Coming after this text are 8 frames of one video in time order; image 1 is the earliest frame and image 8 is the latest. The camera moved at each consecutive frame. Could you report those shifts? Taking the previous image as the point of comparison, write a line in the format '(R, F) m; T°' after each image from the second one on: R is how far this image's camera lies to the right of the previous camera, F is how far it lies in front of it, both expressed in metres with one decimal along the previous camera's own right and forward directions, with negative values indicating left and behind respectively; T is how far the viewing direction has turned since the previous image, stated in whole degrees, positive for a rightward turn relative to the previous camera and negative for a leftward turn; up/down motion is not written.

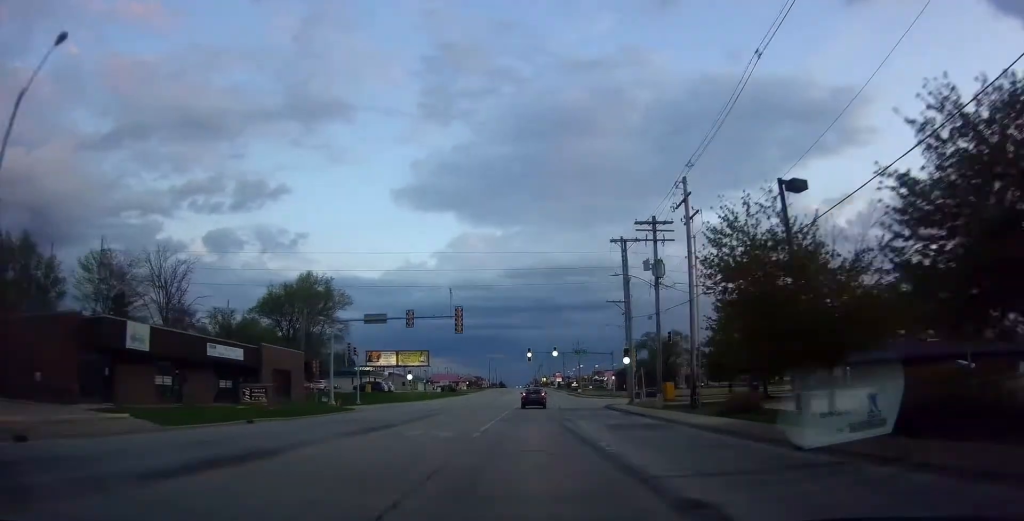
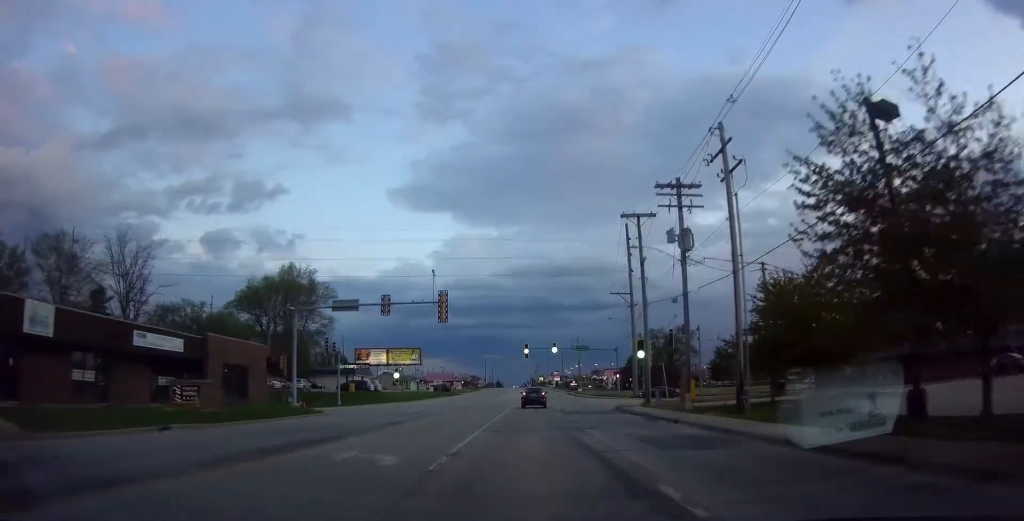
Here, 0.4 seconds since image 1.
(+0.1, +7.3) m; +1°
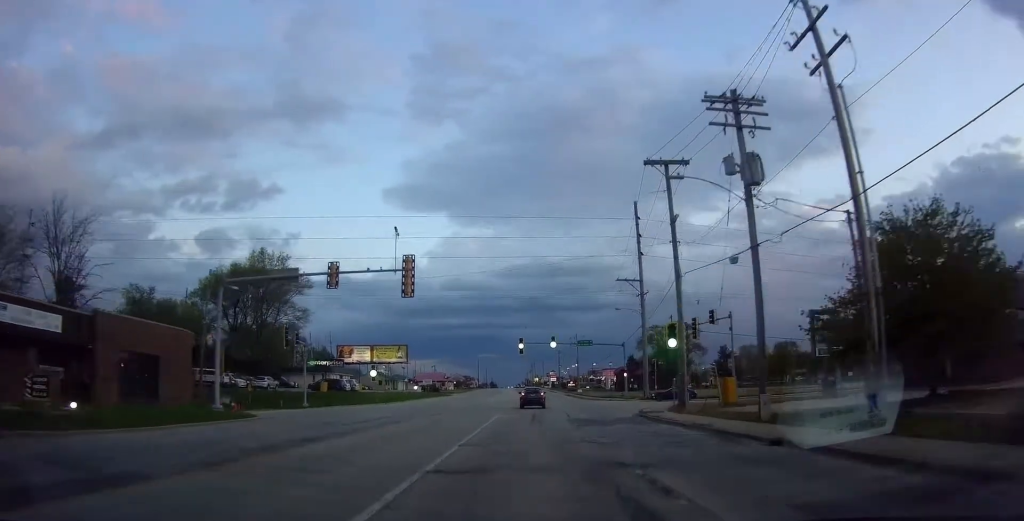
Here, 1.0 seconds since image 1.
(0.0, +9.6) m; +1°
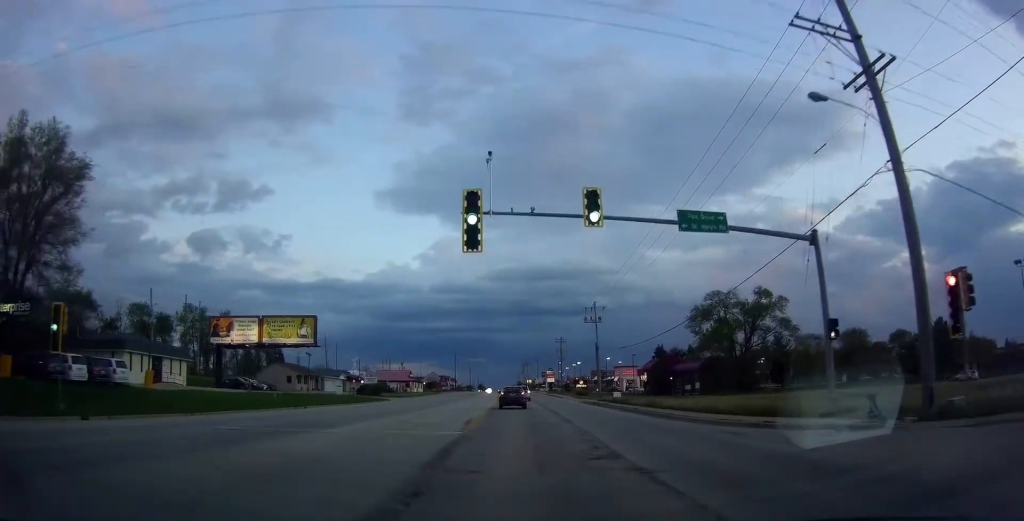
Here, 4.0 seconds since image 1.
(+0.1, +51.4) m; -1°
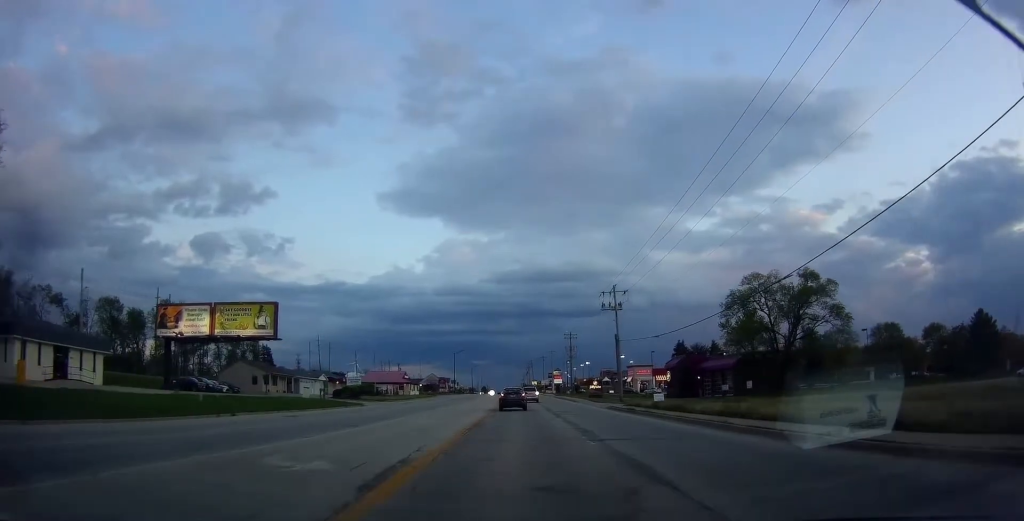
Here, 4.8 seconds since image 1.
(0.0, +13.5) m; +1°
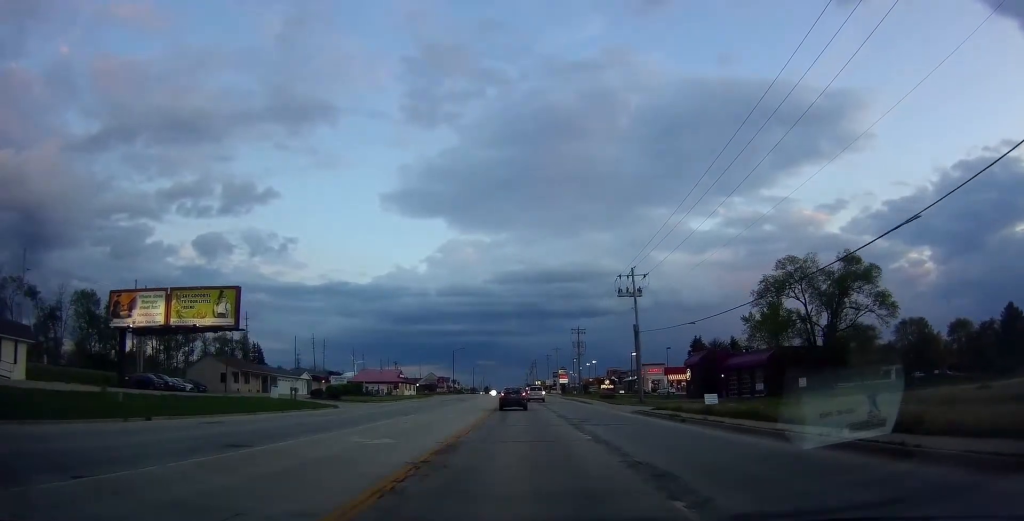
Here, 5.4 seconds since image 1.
(-0.1, +10.1) m; +1°
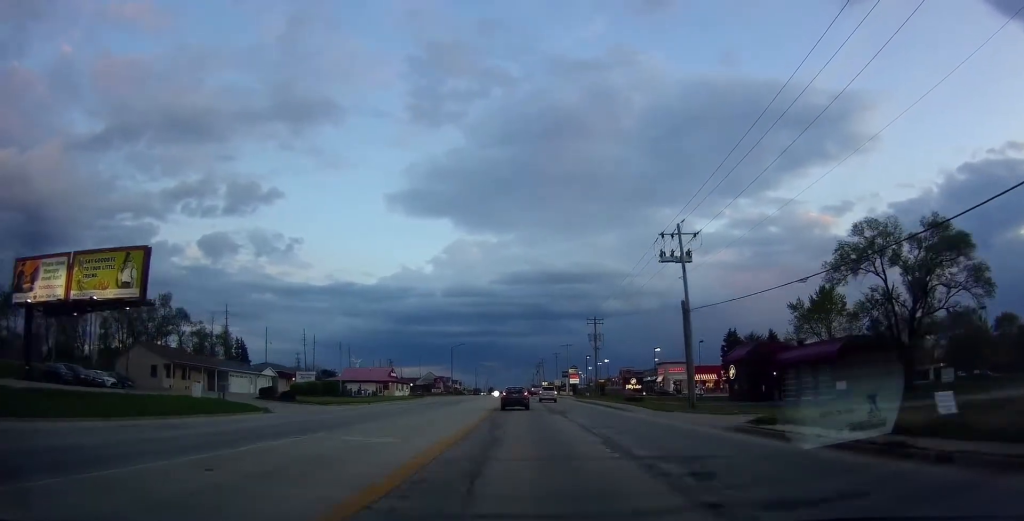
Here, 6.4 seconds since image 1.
(+0.4, +15.6) m; -2°
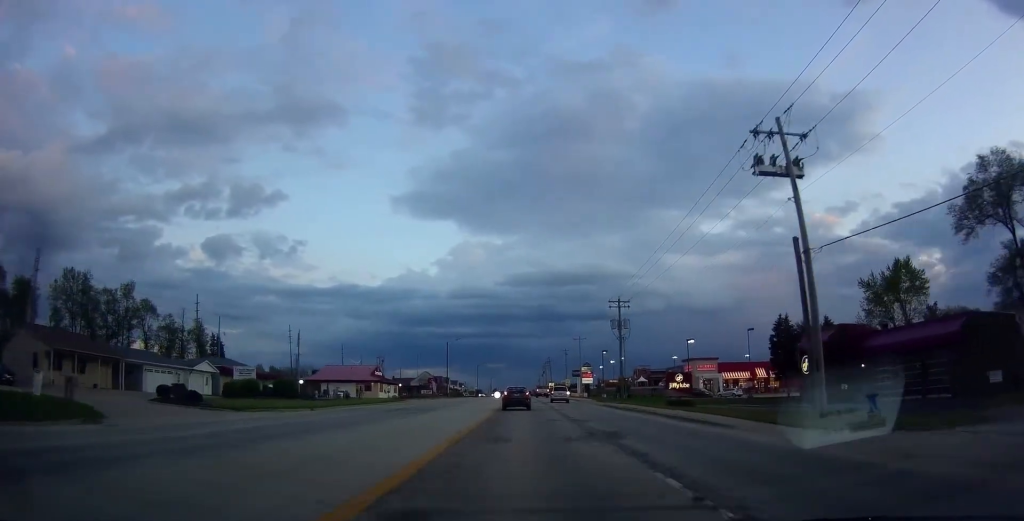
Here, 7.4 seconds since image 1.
(-1.0, +17.7) m; 0°
